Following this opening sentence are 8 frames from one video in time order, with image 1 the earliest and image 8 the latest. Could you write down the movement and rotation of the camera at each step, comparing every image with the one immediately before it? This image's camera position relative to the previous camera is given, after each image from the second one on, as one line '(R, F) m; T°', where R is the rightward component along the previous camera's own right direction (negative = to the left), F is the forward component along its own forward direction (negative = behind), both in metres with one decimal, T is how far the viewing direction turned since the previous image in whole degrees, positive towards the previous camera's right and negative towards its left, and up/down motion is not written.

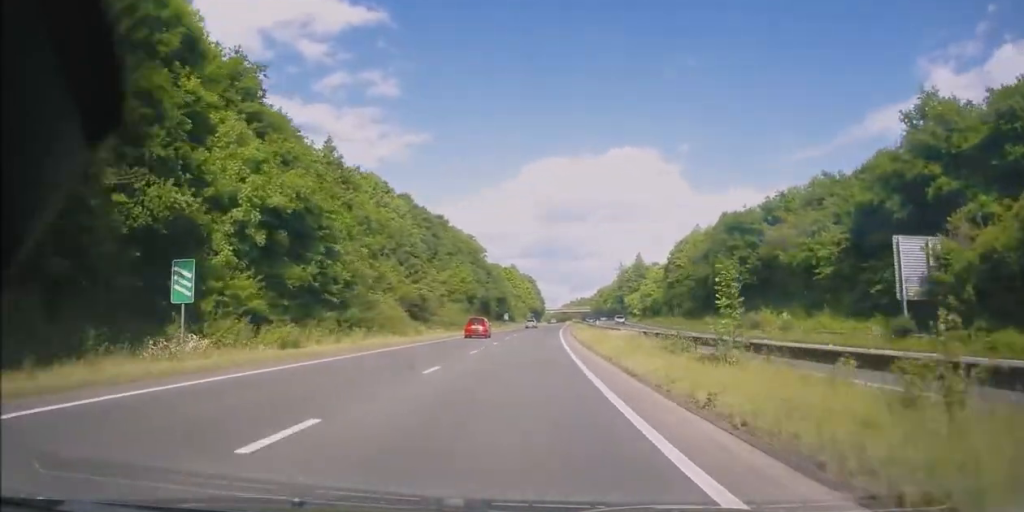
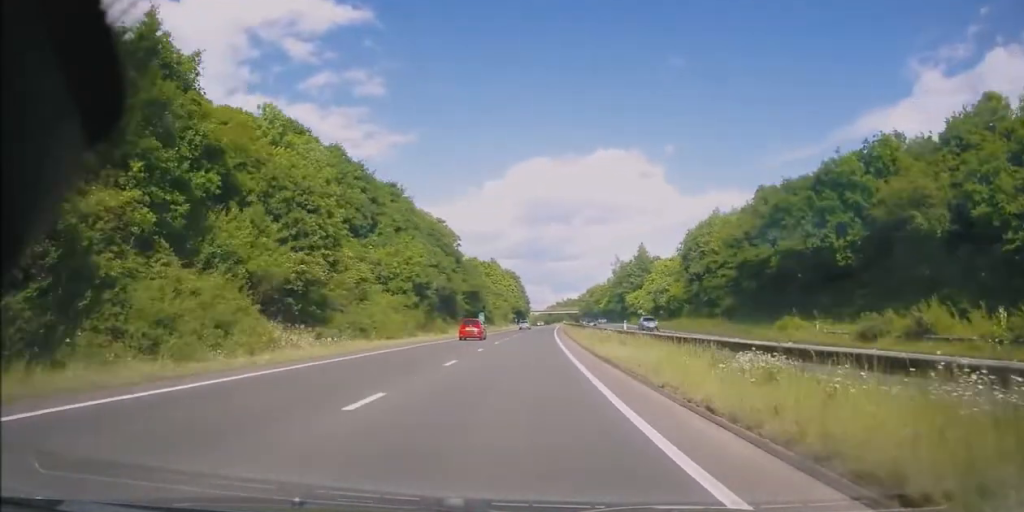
(+0.4, +24.5) m; +2°
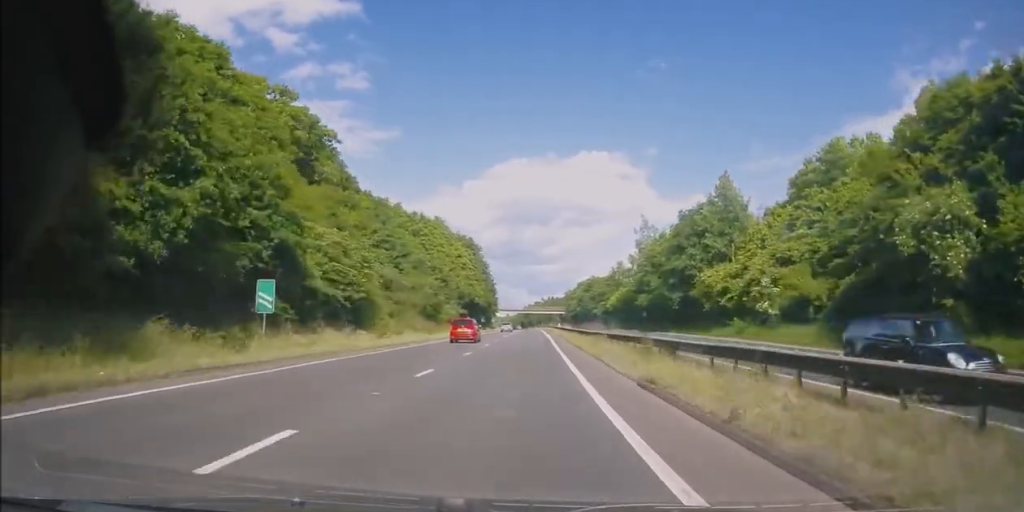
(+1.6, +67.8) m; +2°
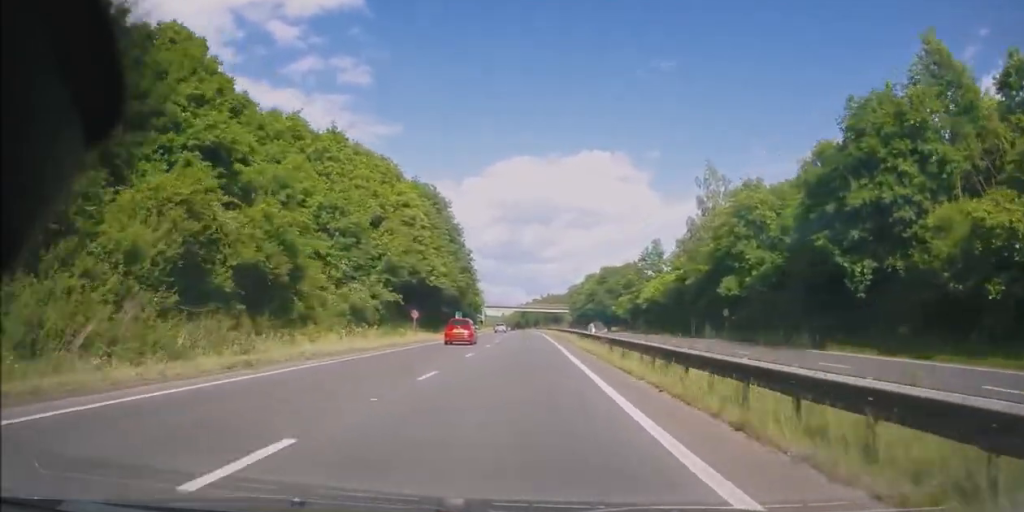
(+0.1, +36.7) m; +1°
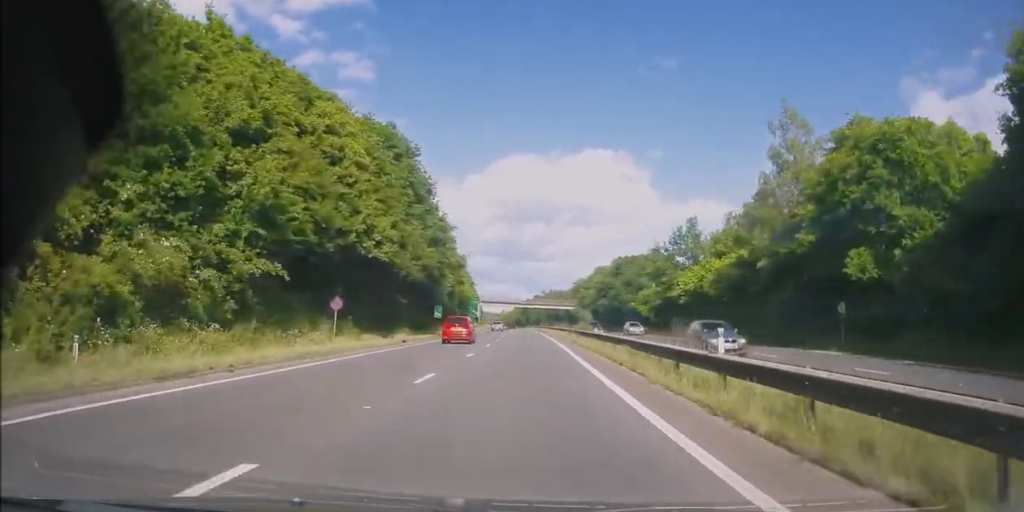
(+0.4, +19.1) m; 0°
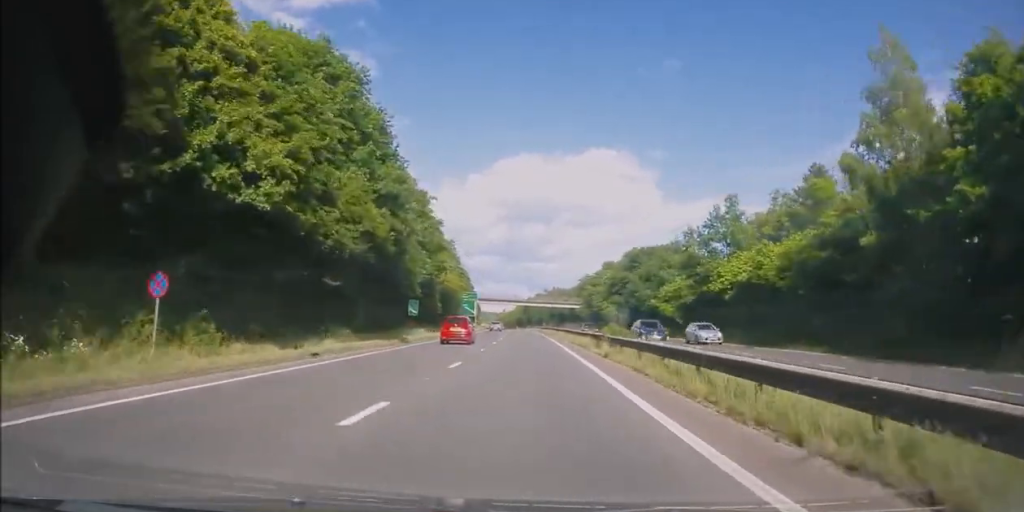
(0.0, +14.0) m; 0°
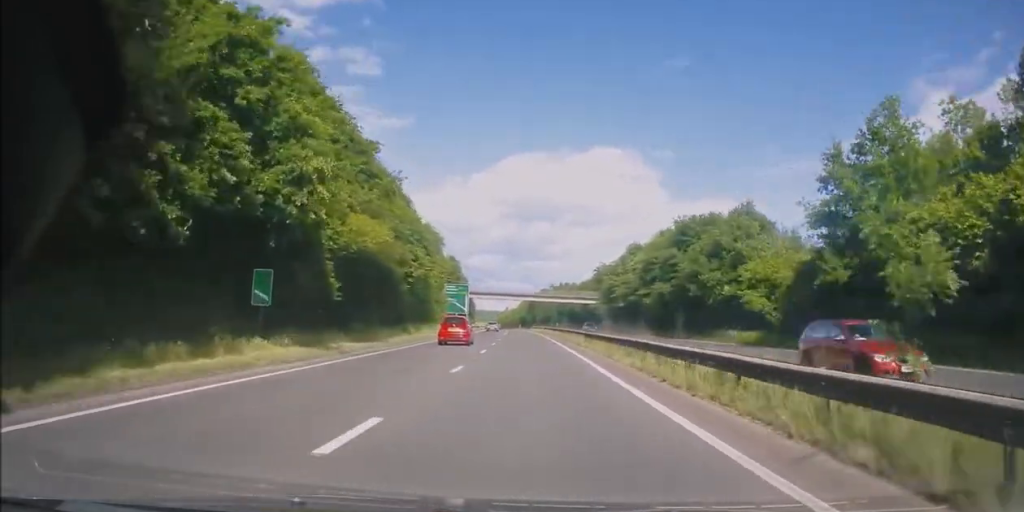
(-0.5, +28.9) m; -1°
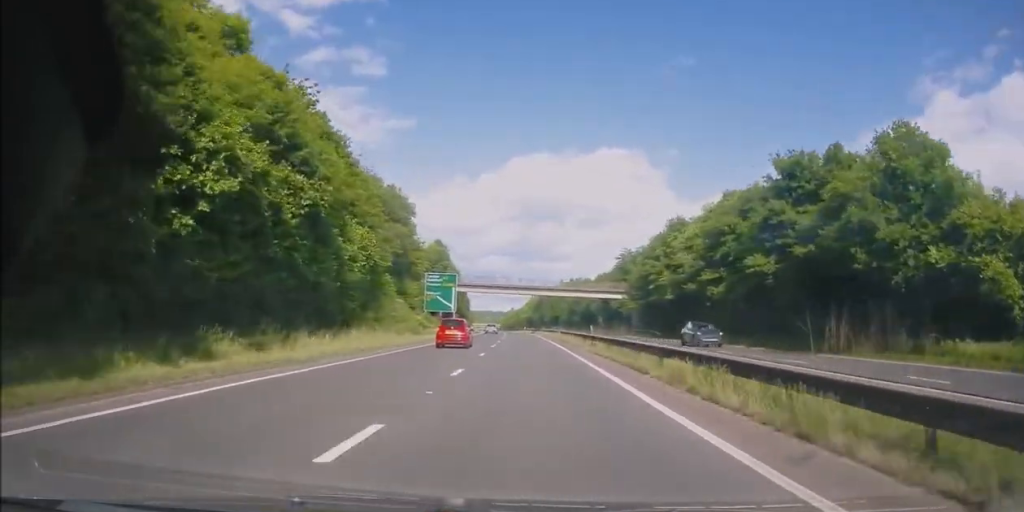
(-0.1, +27.8) m; -1°
